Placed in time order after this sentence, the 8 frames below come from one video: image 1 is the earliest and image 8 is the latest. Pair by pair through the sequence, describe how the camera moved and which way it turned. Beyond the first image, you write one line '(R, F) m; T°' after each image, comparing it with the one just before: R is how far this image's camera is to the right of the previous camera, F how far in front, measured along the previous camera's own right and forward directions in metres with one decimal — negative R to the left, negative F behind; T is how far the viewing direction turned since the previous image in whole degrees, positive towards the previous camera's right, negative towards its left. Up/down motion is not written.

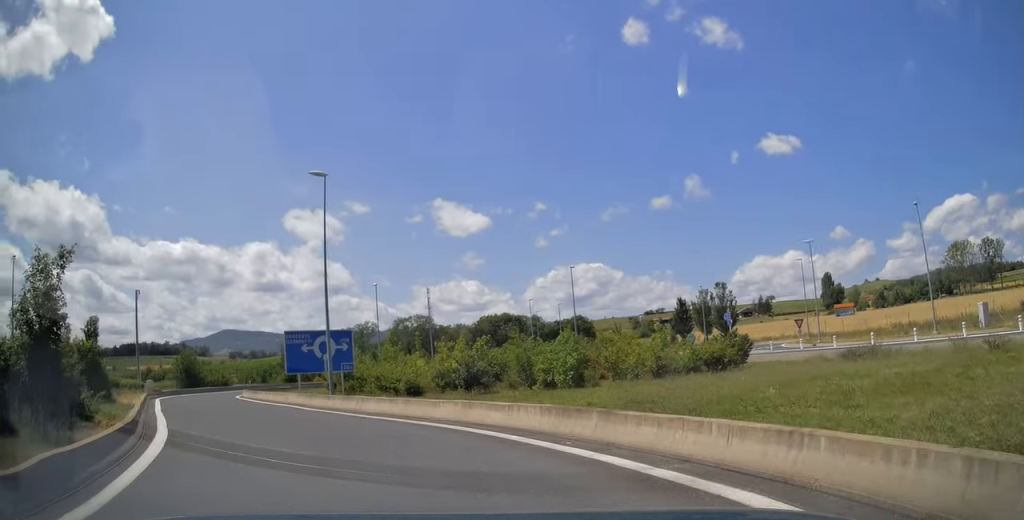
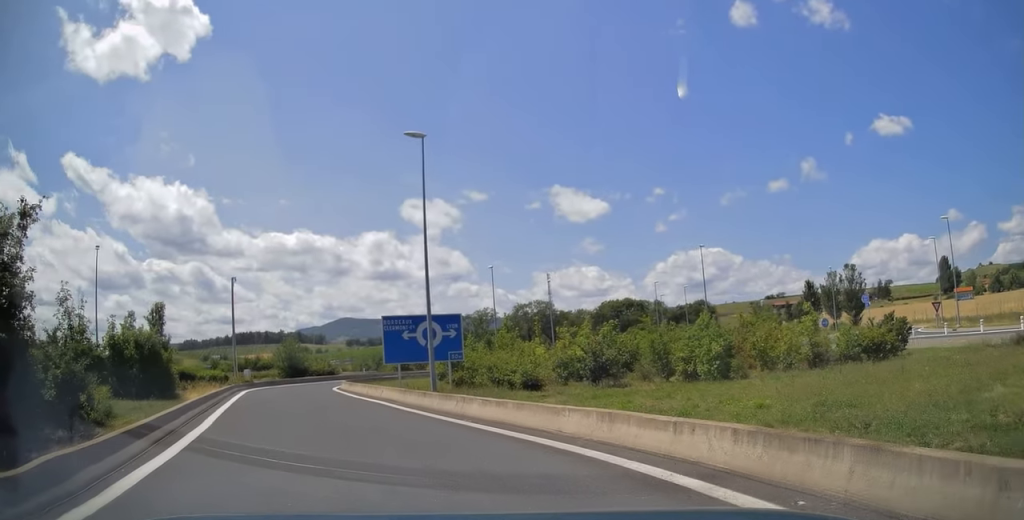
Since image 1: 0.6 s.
(-0.3, +4.0) m; -12°
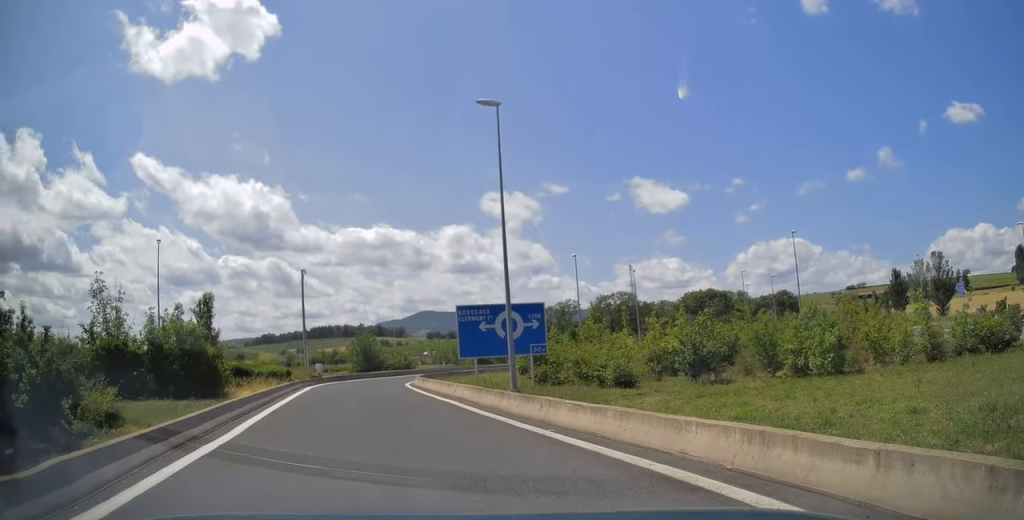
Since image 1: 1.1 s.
(-0.3, +2.6) m; -8°
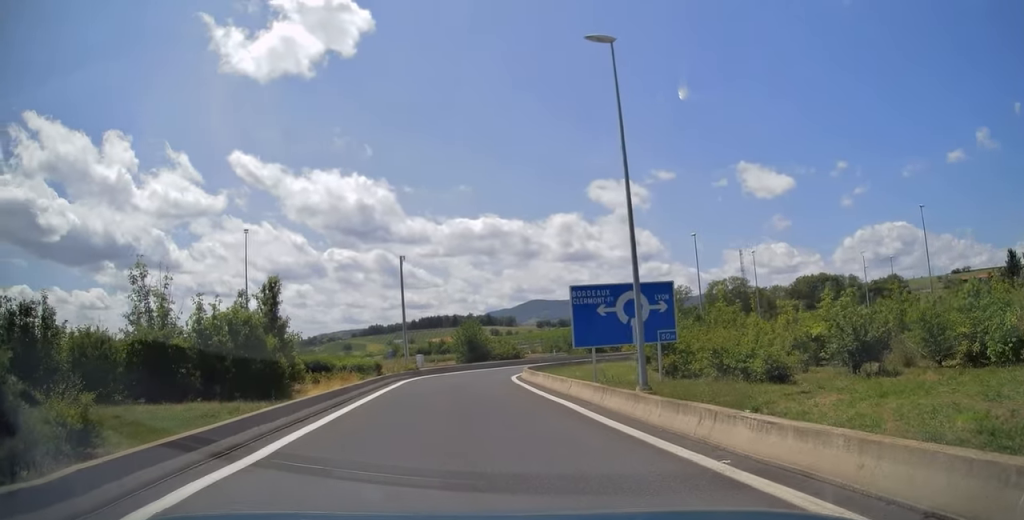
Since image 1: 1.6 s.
(-0.3, +3.7) m; -10°
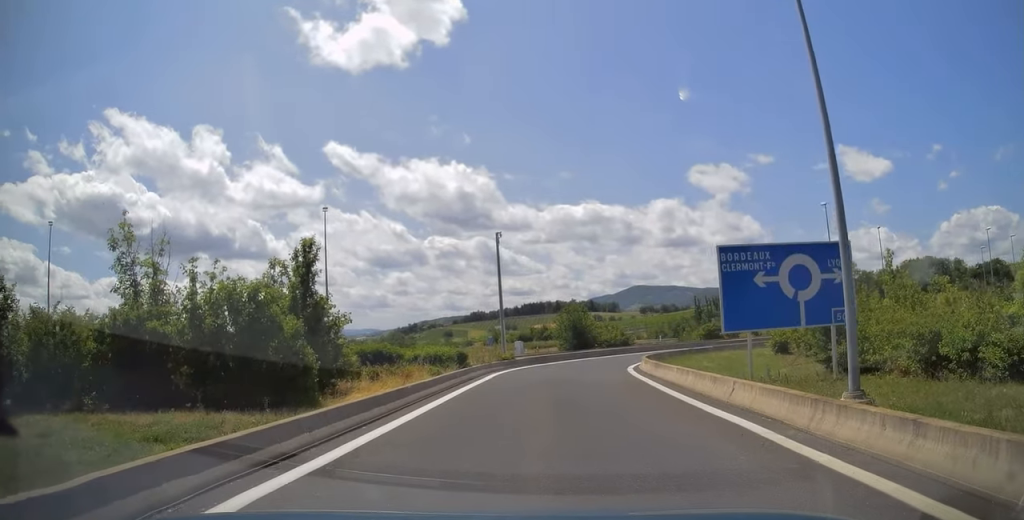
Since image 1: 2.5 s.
(-0.7, +5.6) m; -9°
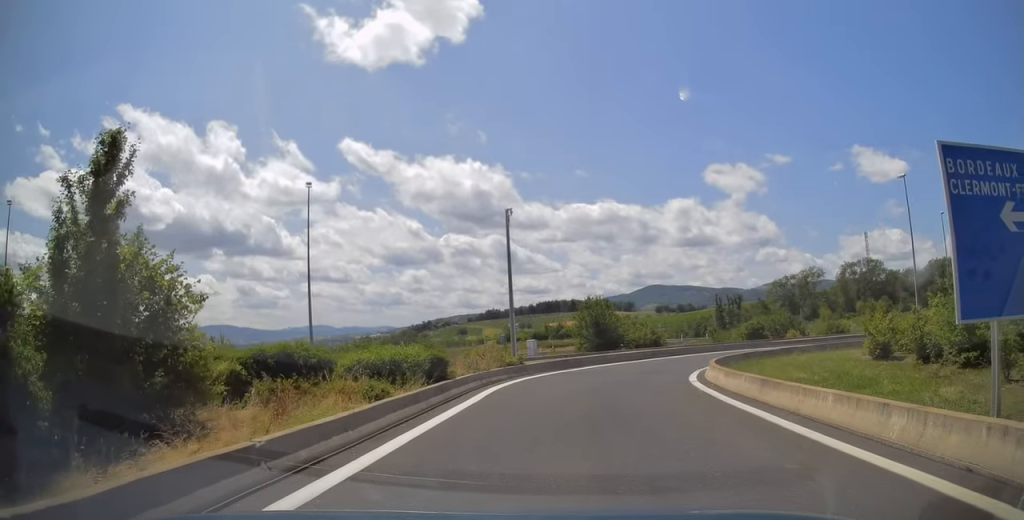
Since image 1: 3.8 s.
(-0.4, +8.1) m; -3°
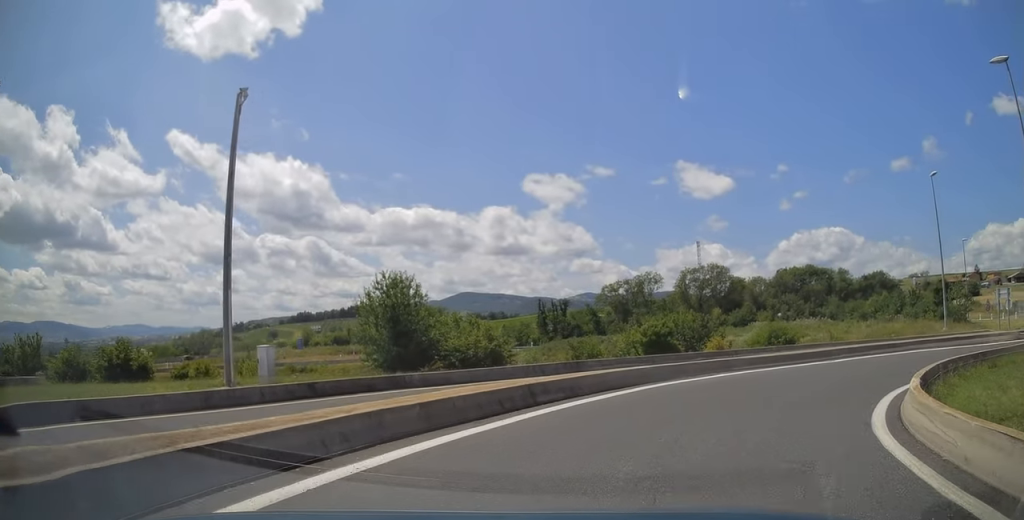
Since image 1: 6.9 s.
(+1.7, +20.3) m; +18°
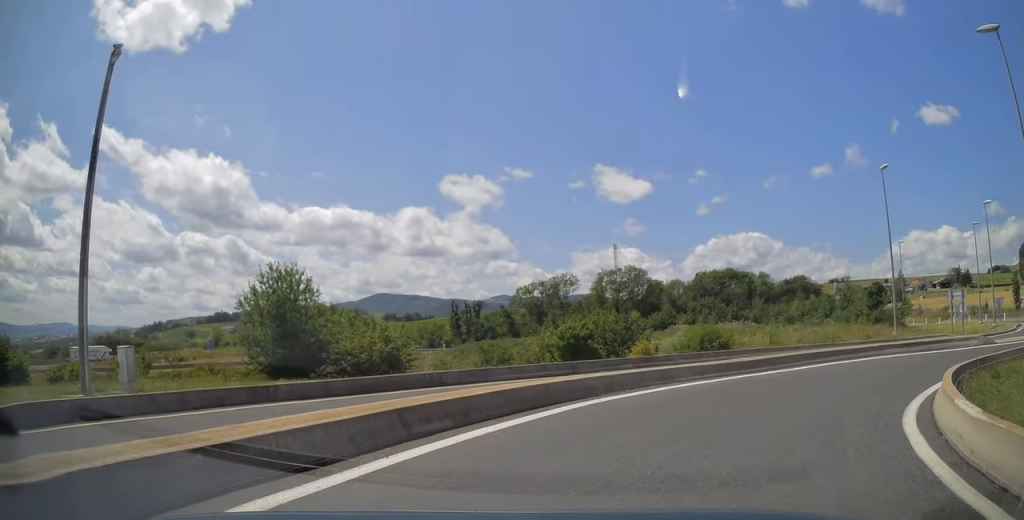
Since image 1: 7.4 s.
(-0.1, +3.4) m; +7°
